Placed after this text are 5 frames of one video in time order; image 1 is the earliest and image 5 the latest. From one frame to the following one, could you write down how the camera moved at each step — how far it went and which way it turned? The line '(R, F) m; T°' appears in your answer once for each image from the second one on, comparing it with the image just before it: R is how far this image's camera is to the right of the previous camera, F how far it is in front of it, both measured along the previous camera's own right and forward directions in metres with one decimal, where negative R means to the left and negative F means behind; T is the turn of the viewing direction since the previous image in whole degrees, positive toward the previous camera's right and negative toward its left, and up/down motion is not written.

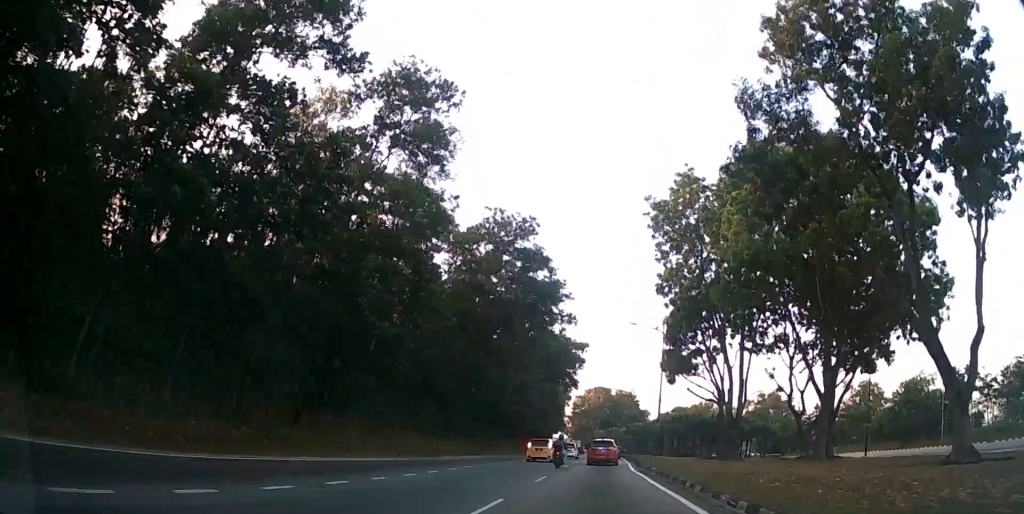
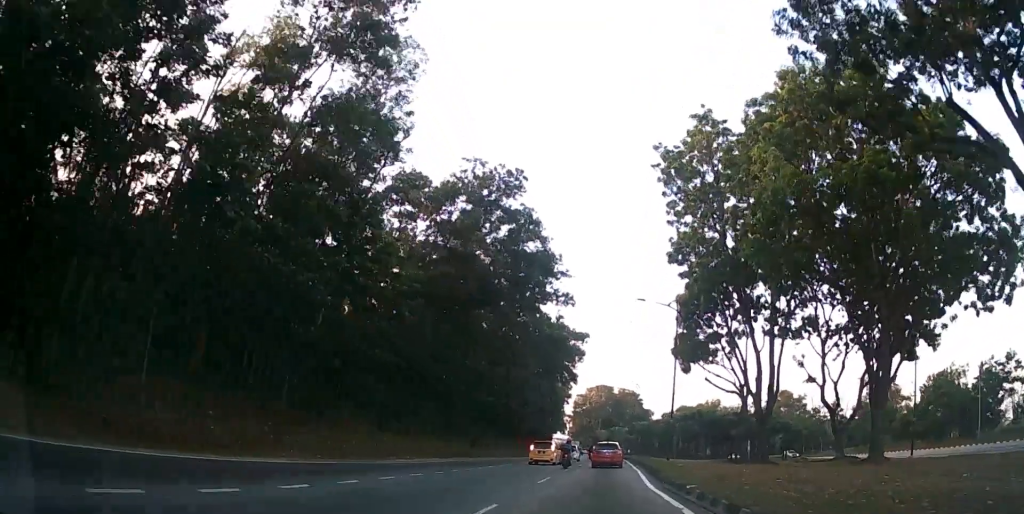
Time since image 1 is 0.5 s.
(-0.1, +8.7) m; 0°
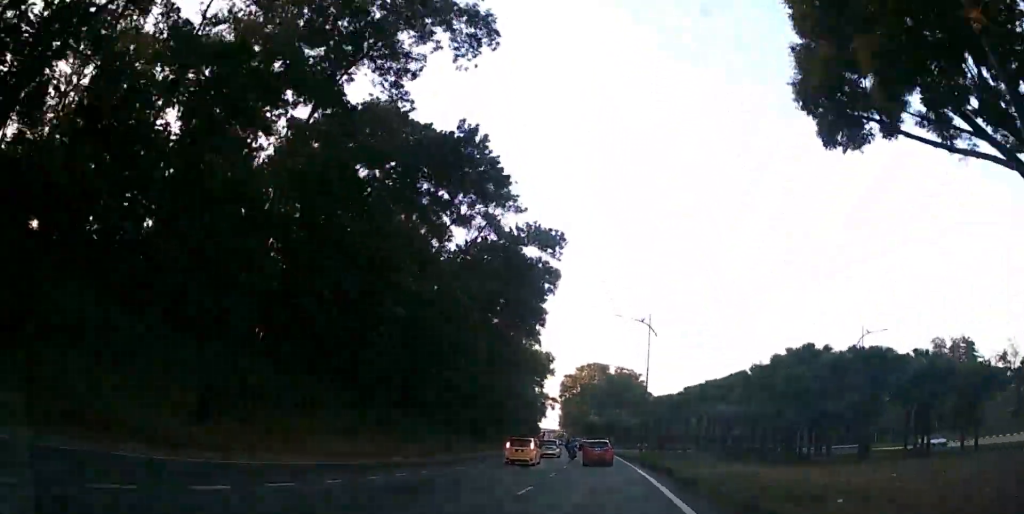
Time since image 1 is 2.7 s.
(0.0, +38.2) m; 0°
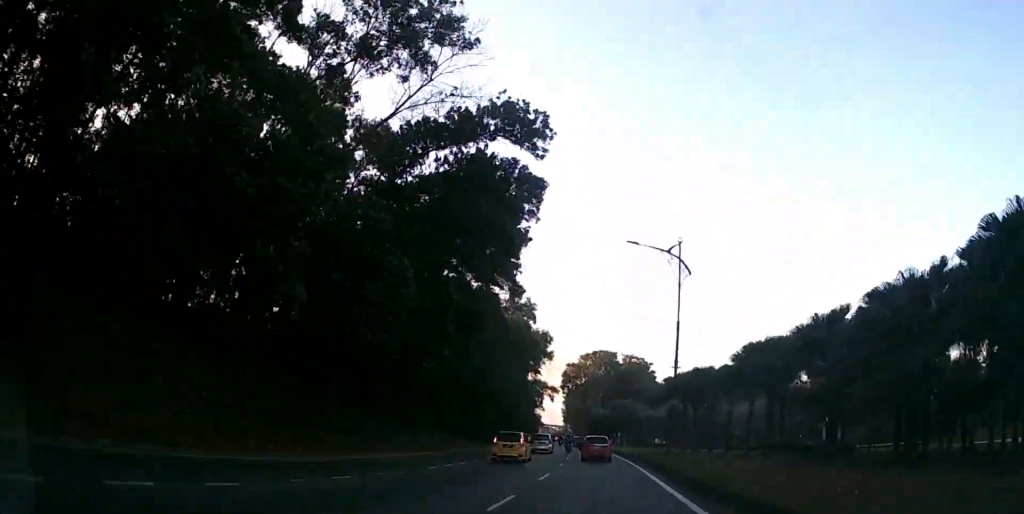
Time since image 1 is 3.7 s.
(0.0, +17.4) m; 0°
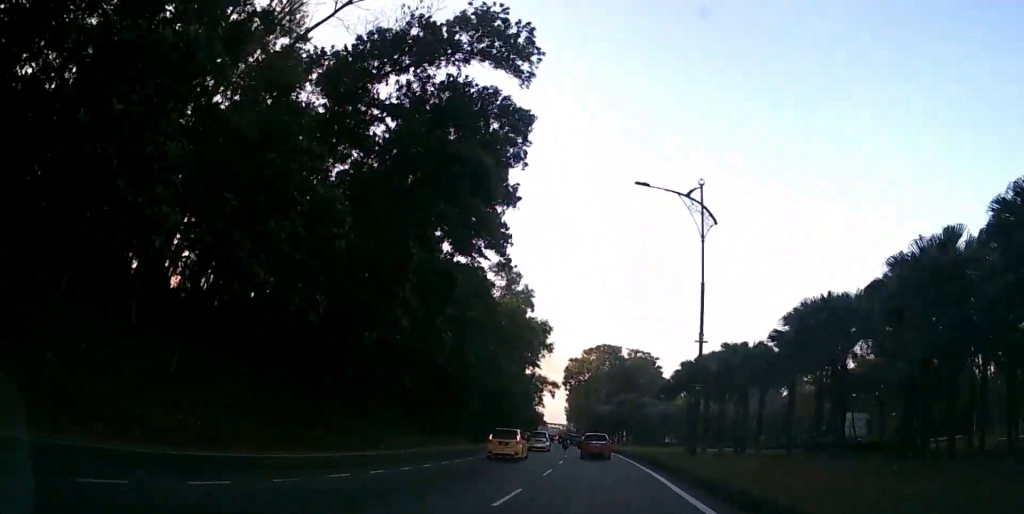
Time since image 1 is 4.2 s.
(0.0, +8.1) m; 0°
